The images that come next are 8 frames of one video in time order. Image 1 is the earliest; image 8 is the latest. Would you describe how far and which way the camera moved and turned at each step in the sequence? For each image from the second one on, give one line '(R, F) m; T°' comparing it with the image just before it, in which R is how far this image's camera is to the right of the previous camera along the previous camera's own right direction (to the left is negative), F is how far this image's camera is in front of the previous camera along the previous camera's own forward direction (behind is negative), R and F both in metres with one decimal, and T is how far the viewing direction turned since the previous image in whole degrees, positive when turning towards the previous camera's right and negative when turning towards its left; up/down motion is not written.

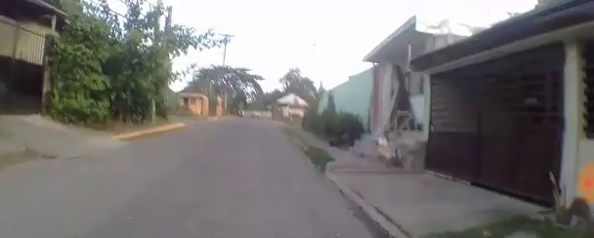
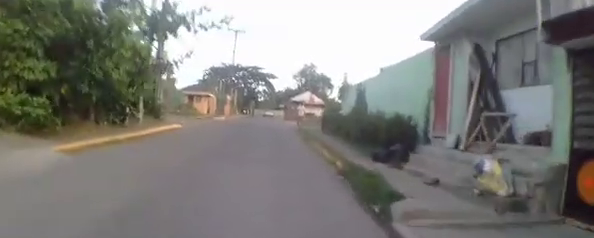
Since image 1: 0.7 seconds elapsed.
(-0.2, +3.9) m; -1°
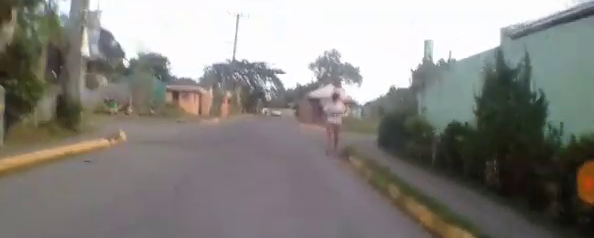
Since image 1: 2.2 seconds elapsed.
(+0.1, +9.1) m; +4°
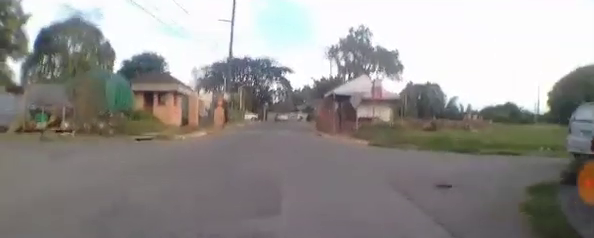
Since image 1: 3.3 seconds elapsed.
(+0.1, +7.1) m; +2°
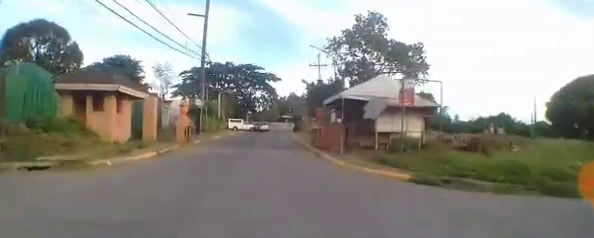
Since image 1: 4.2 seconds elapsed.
(+0.1, +5.2) m; -1°
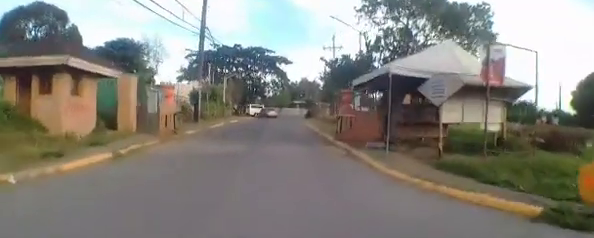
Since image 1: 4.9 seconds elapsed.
(-0.1, +3.3) m; +2°
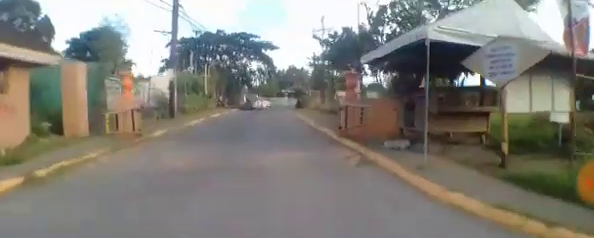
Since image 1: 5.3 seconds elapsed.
(-0.2, +2.2) m; +2°
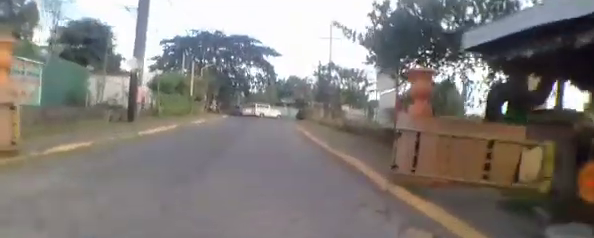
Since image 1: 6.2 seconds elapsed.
(+0.5, +4.1) m; 0°
